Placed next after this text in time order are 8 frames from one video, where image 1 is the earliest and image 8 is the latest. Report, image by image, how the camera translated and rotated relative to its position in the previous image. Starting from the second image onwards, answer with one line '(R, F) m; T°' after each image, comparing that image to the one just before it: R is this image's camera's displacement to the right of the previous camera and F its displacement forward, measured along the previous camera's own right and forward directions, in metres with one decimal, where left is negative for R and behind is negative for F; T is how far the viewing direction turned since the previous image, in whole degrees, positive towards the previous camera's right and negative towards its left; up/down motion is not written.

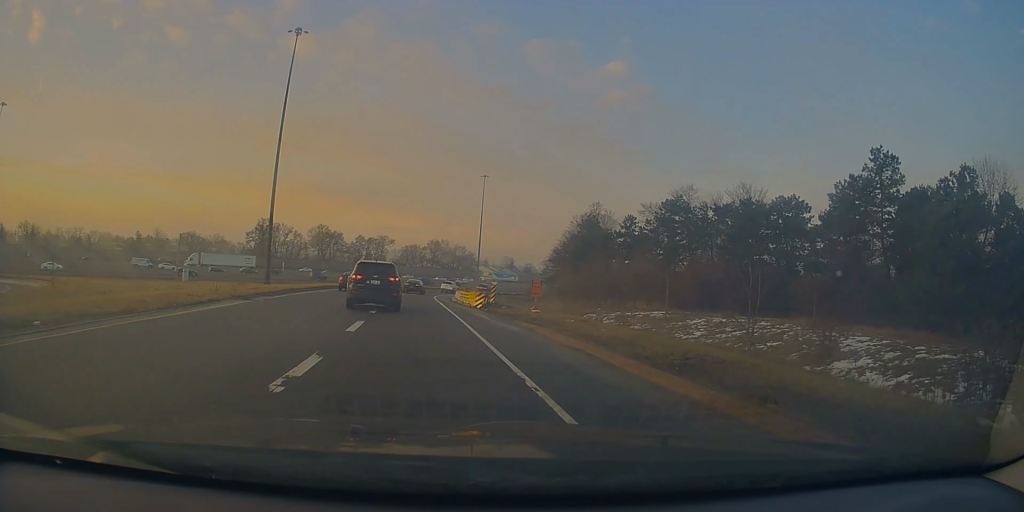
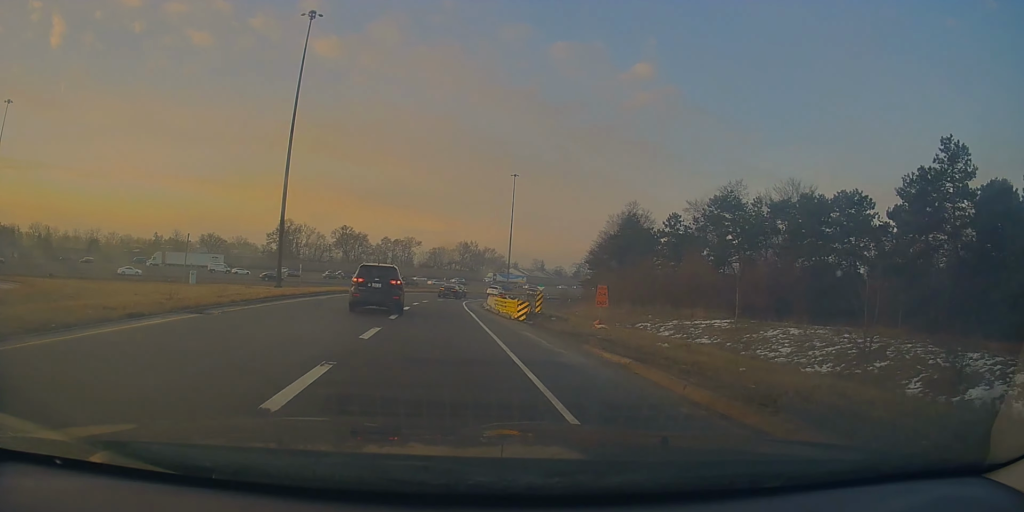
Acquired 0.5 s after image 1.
(-0.2, +6.9) m; -3°
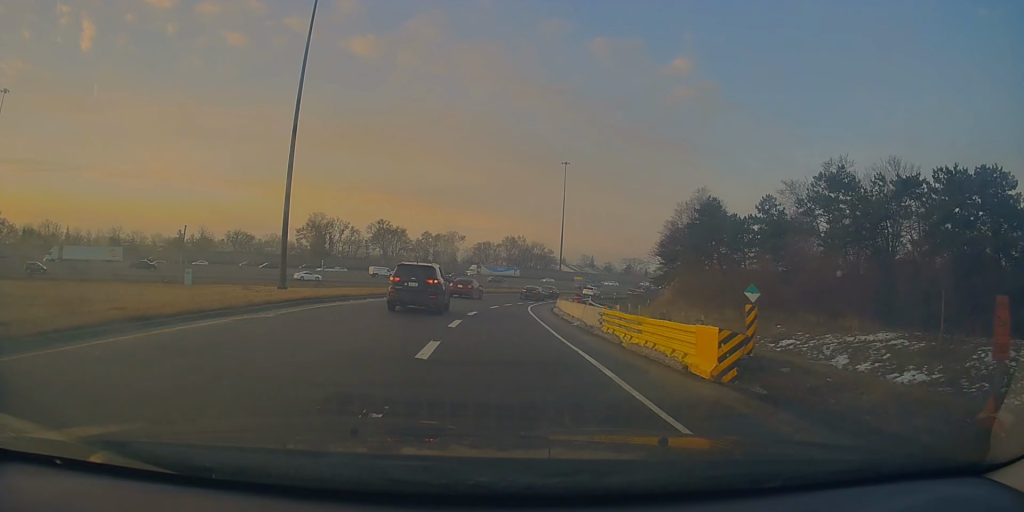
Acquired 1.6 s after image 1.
(-0.9, +14.6) m; -5°
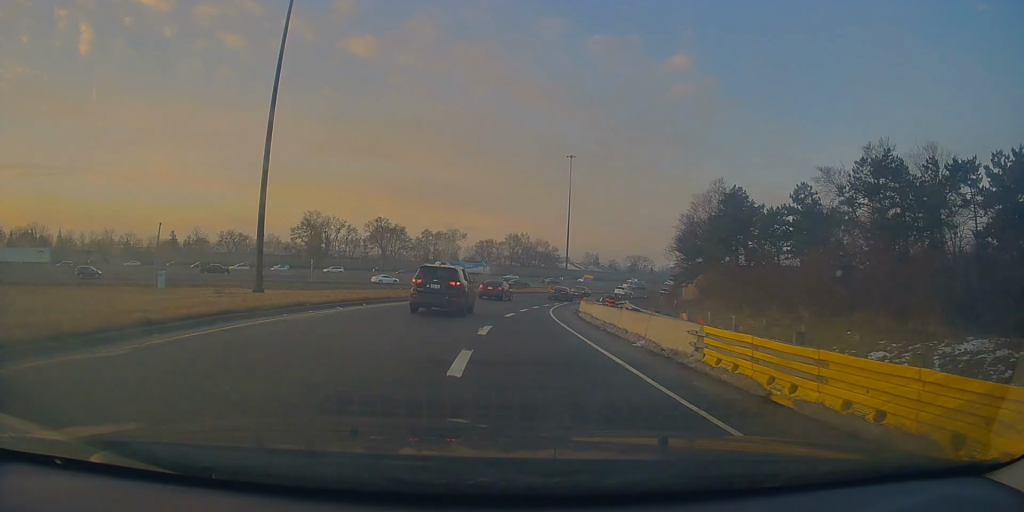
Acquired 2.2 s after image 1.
(-0.4, +7.2) m; -1°
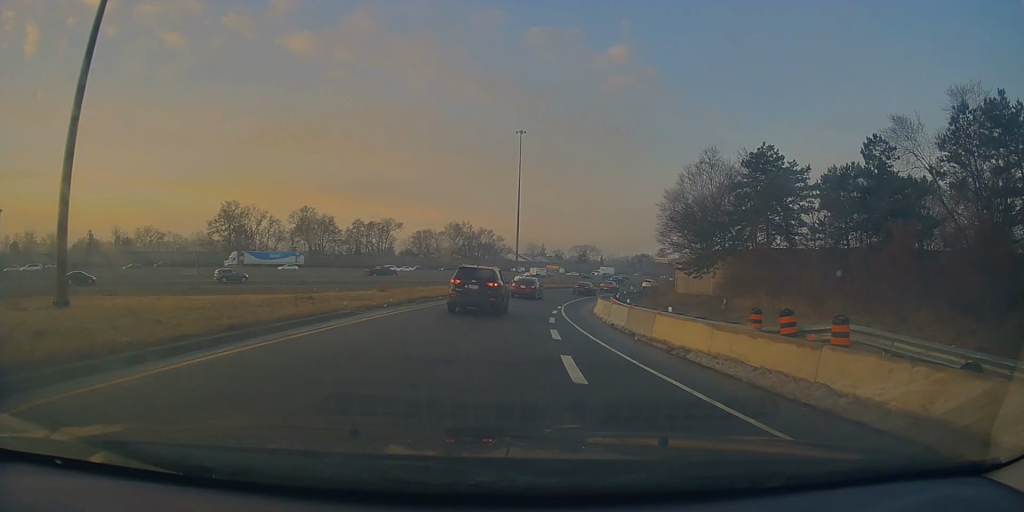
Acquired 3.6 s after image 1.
(+1.2, +20.5) m; +6°
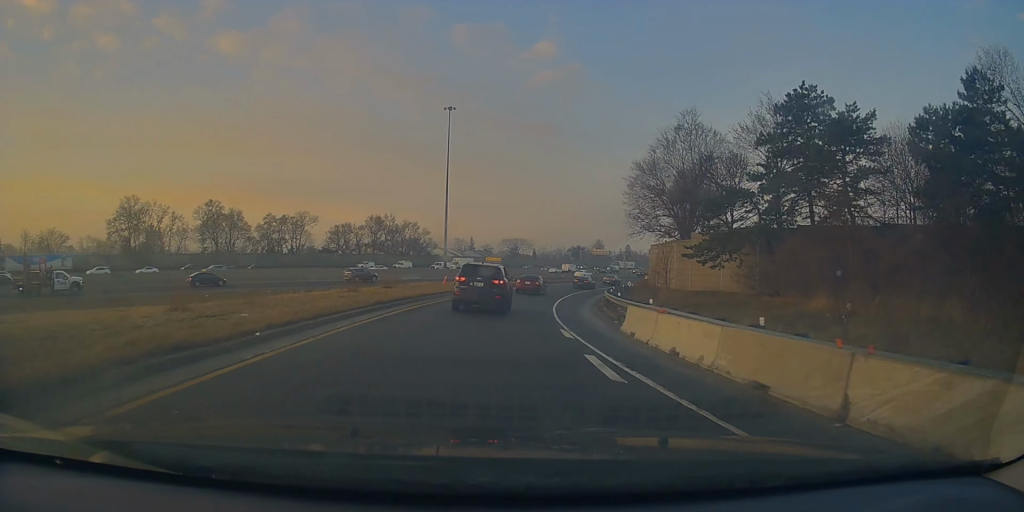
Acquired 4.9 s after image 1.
(+0.5, +17.9) m; +6°
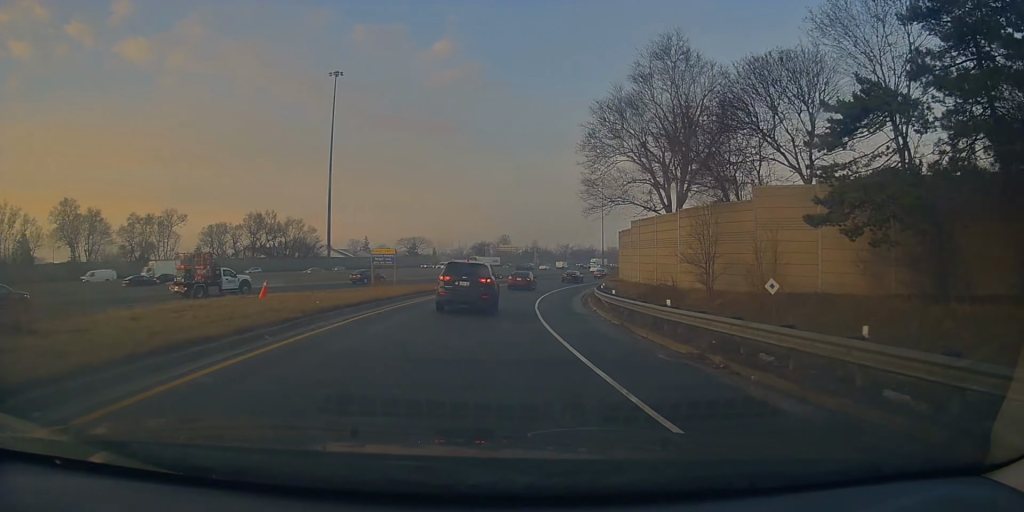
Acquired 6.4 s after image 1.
(+2.7, +23.8) m; +12°
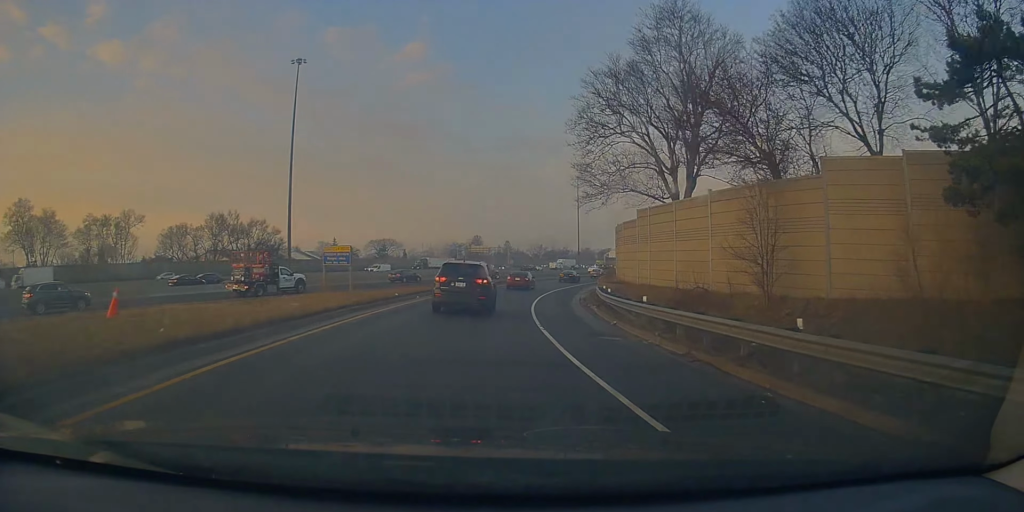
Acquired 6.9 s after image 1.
(+0.2, +7.6) m; +2°
